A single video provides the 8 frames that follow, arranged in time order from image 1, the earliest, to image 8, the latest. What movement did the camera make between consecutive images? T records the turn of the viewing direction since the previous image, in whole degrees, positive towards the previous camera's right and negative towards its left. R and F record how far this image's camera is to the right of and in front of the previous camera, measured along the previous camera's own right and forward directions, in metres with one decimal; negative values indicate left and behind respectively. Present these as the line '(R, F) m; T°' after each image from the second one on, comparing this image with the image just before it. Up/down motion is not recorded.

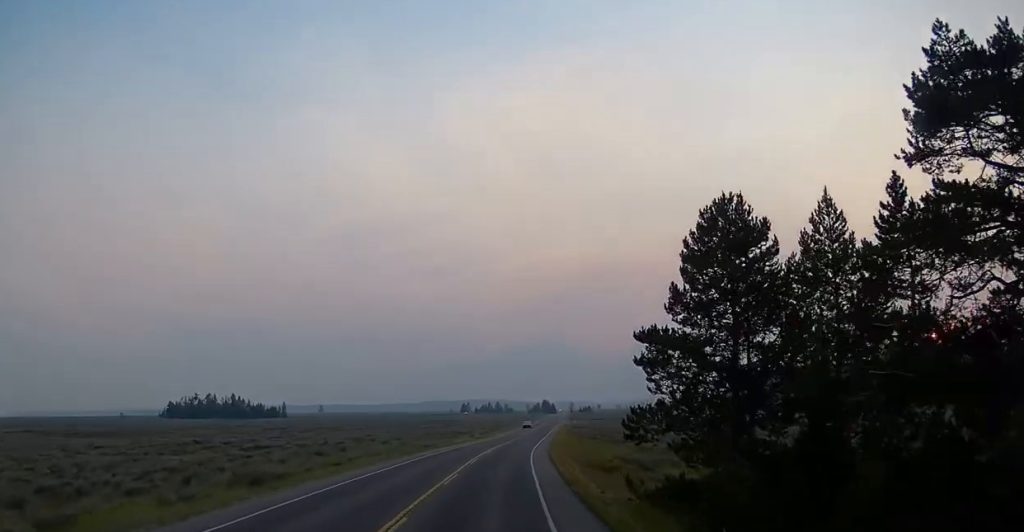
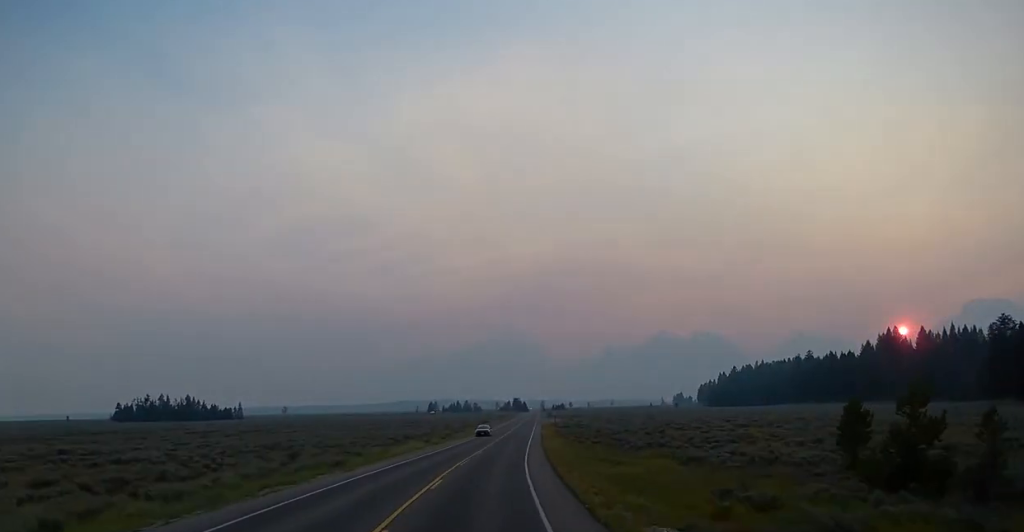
(+0.3, +27.0) m; +2°
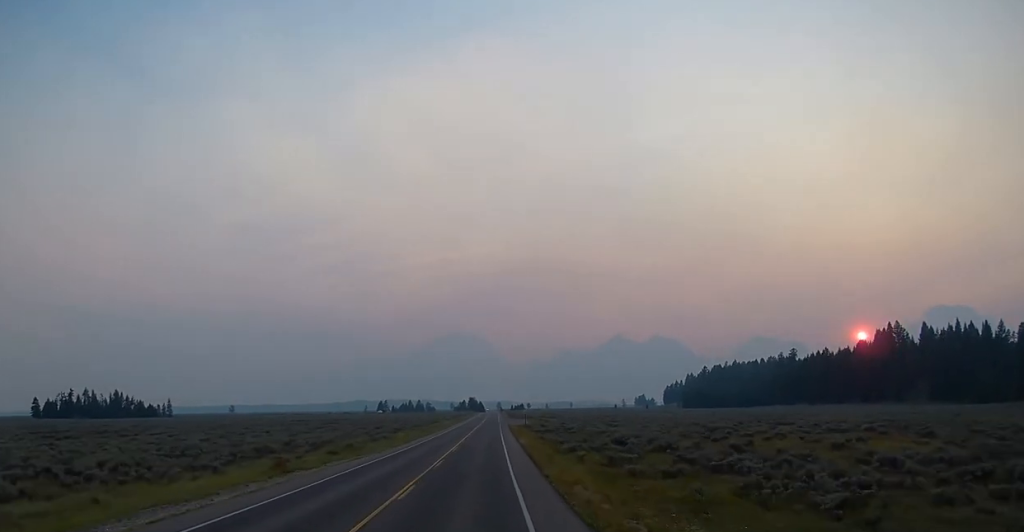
(+1.6, +38.6) m; +3°
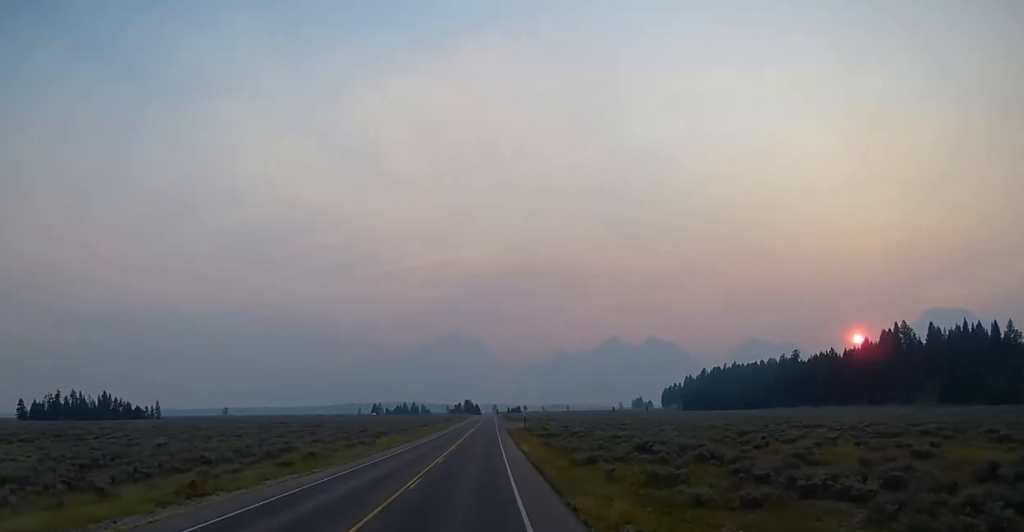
(-0.1, +8.9) m; 0°
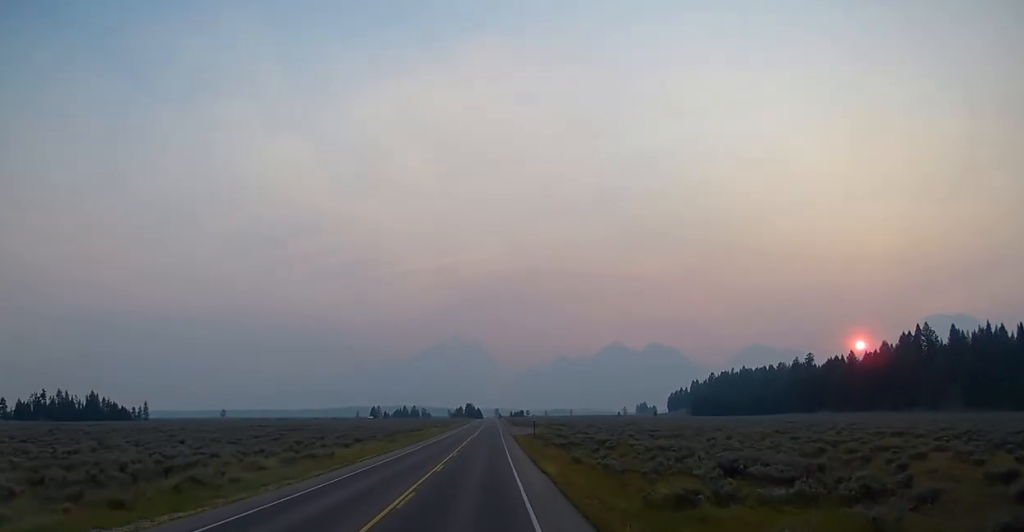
(+0.1, +16.7) m; 0°
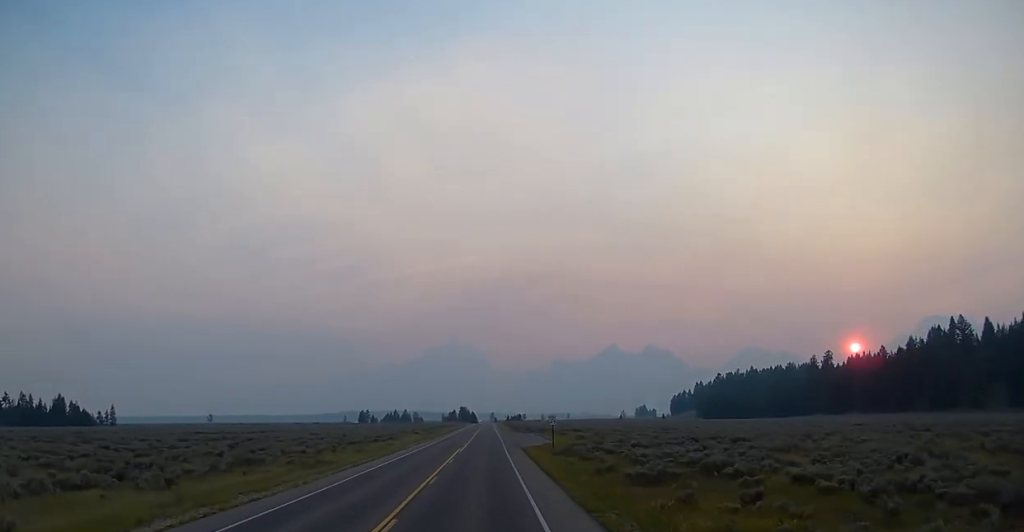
(+0.2, +29.3) m; 0°
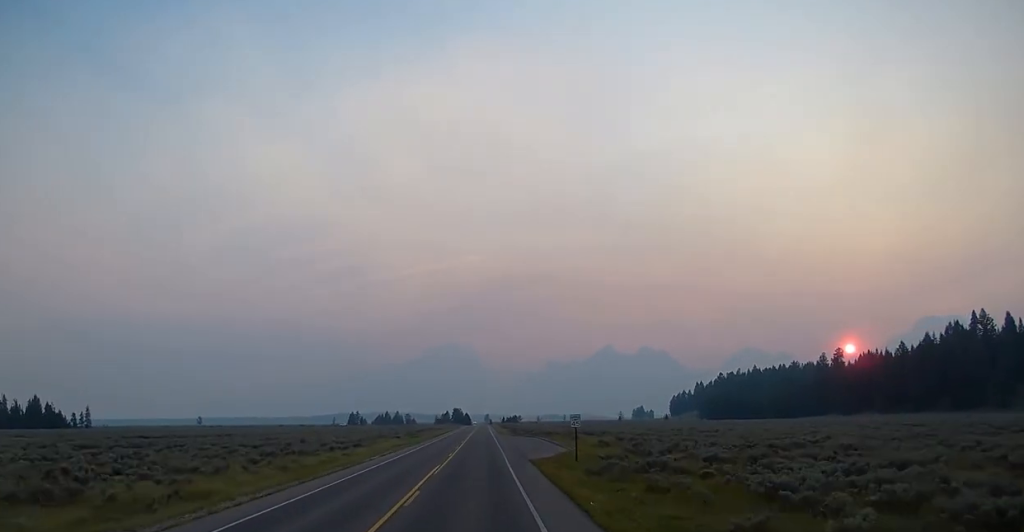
(0.0, +17.1) m; 0°
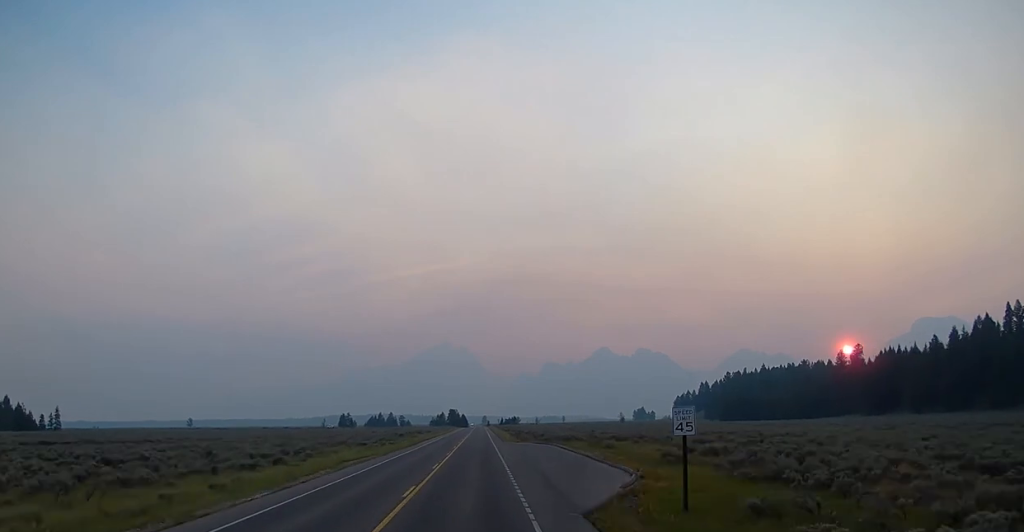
(0.0, +21.9) m; +1°
